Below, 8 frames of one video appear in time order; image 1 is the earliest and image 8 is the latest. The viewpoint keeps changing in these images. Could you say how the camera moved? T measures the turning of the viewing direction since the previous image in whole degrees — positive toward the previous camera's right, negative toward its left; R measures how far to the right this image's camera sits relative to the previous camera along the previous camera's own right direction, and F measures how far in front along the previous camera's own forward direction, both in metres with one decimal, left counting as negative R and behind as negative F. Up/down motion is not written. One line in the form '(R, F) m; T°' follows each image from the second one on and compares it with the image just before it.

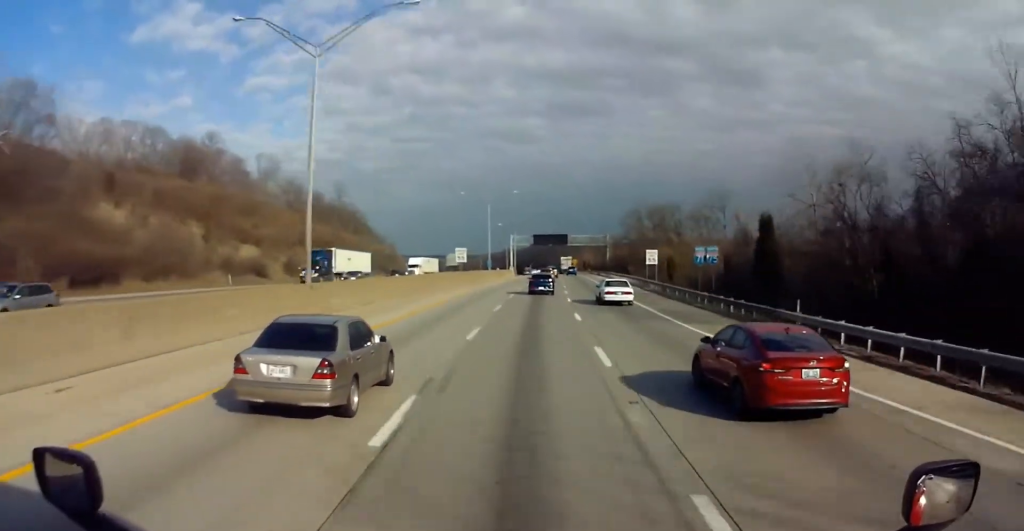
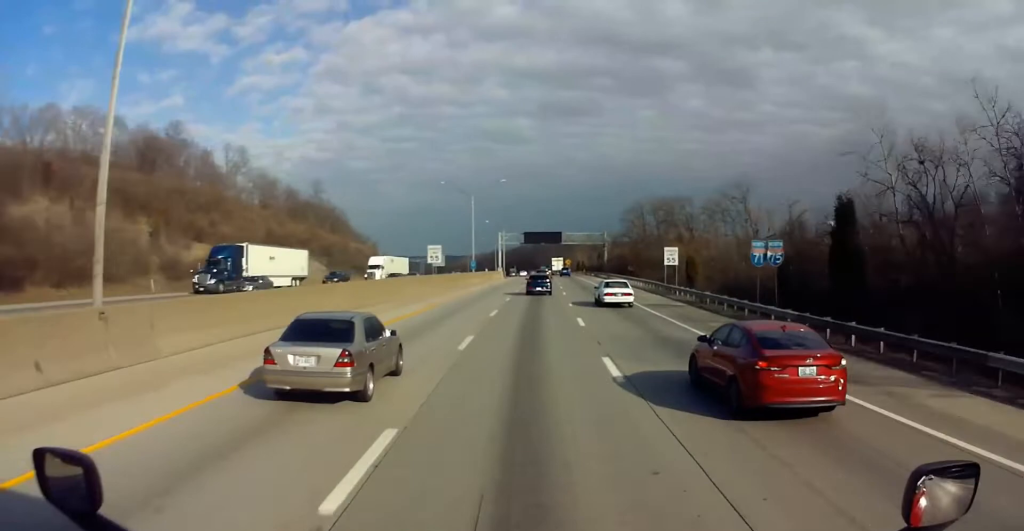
(-0.1, +14.2) m; +1°
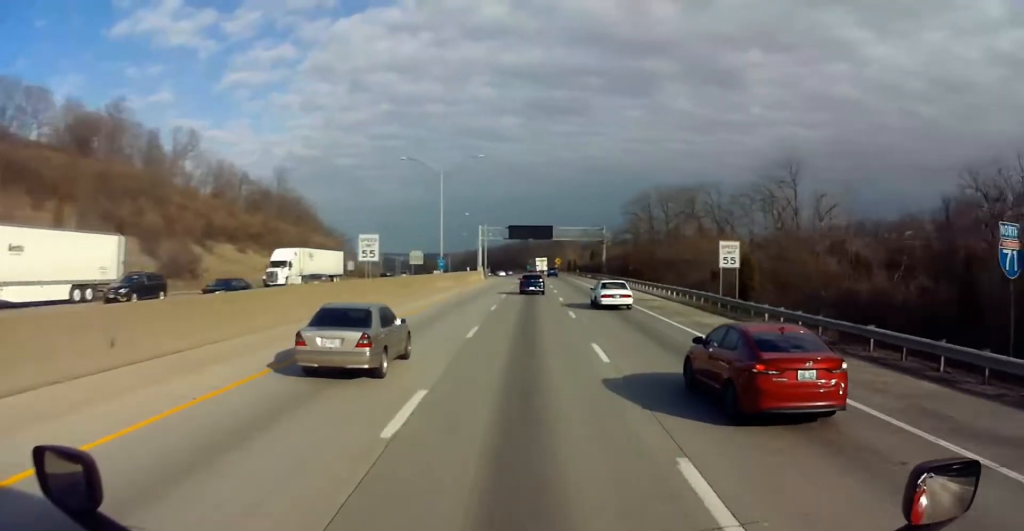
(+0.4, +20.6) m; +1°
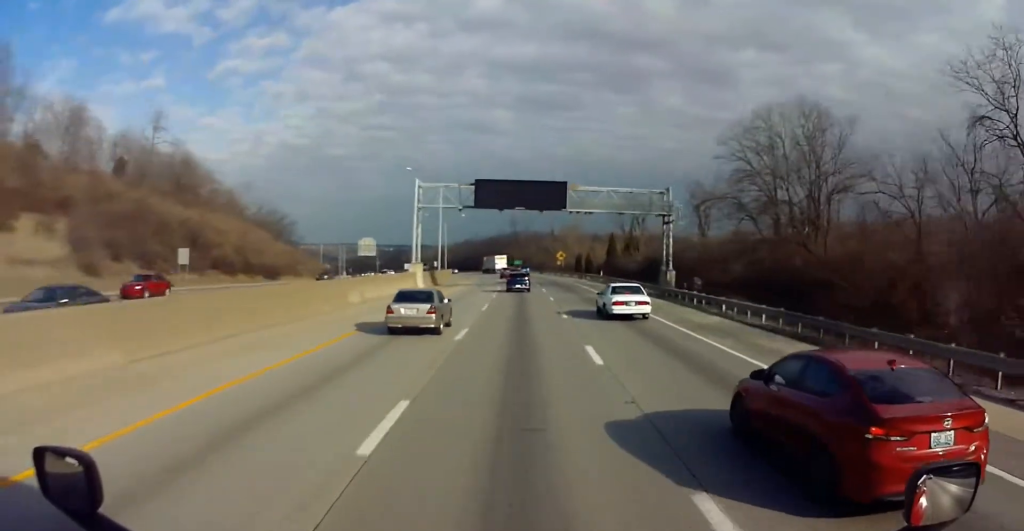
(+0.2, +61.1) m; 0°
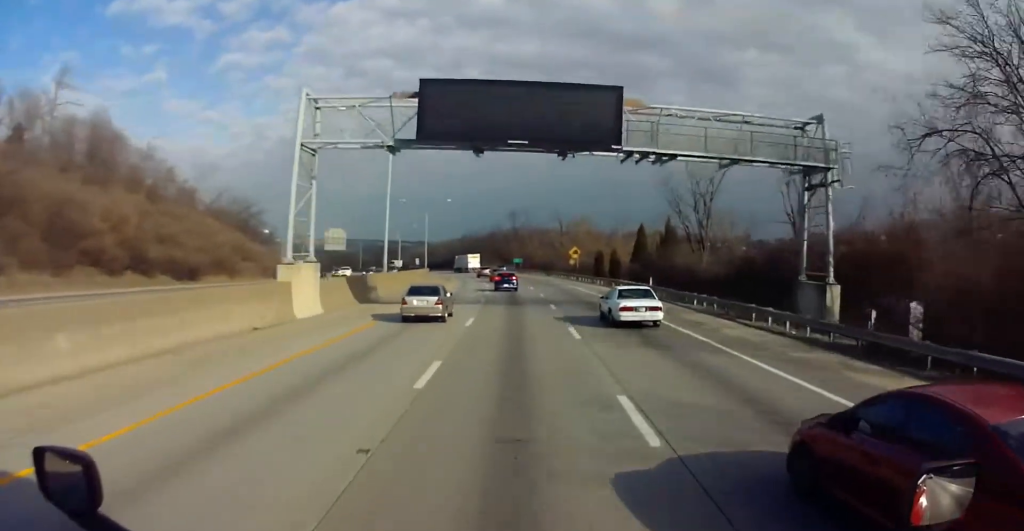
(0.0, +31.4) m; 0°
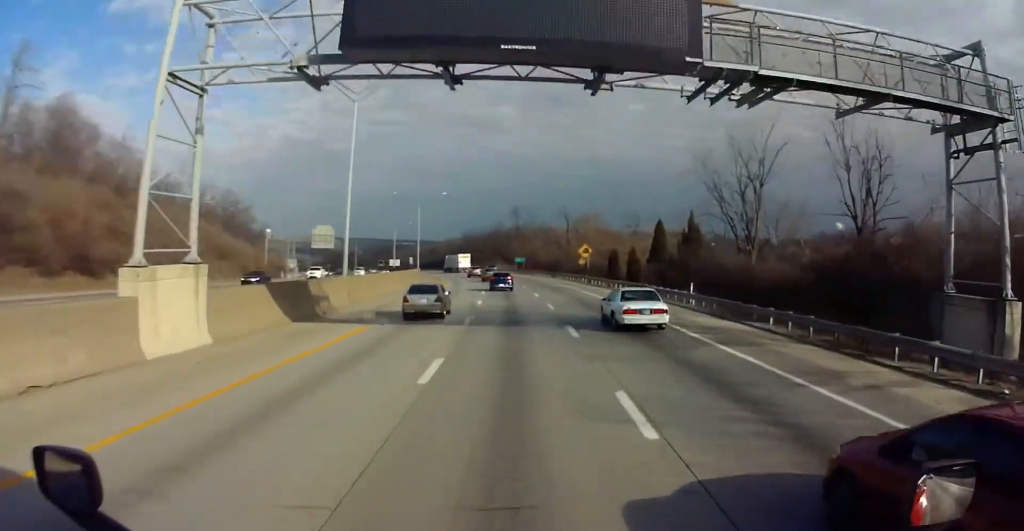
(0.0, +11.5) m; 0°
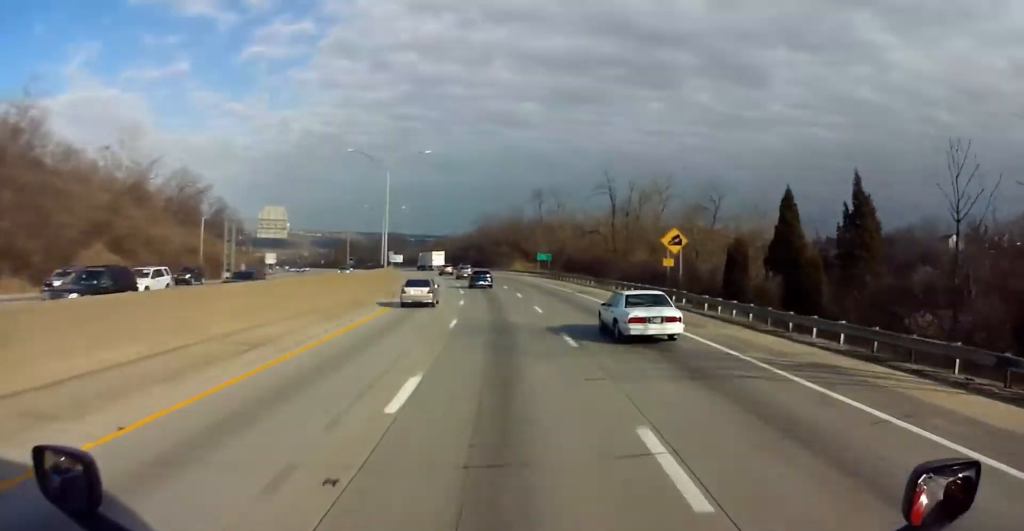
(-0.1, +38.7) m; -2°
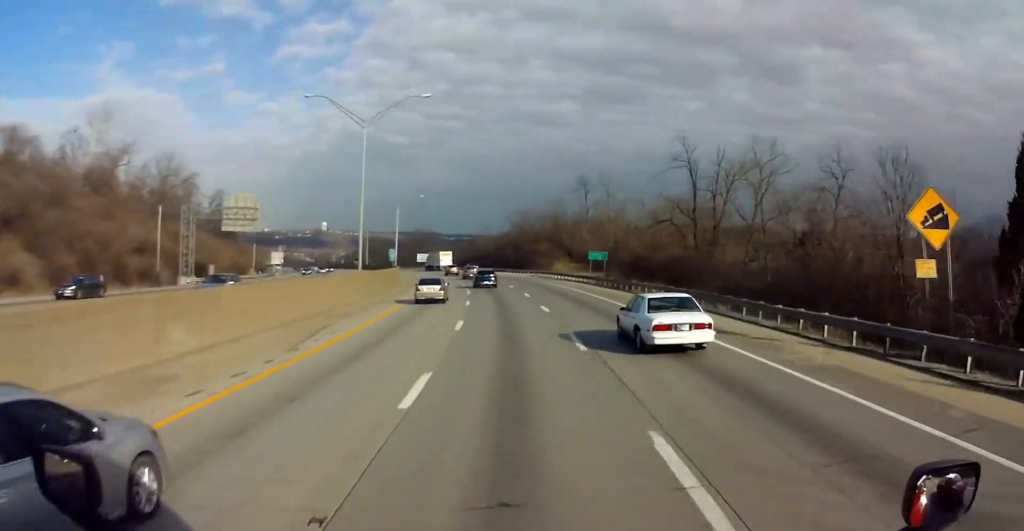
(-0.4, +24.4) m; -4°
